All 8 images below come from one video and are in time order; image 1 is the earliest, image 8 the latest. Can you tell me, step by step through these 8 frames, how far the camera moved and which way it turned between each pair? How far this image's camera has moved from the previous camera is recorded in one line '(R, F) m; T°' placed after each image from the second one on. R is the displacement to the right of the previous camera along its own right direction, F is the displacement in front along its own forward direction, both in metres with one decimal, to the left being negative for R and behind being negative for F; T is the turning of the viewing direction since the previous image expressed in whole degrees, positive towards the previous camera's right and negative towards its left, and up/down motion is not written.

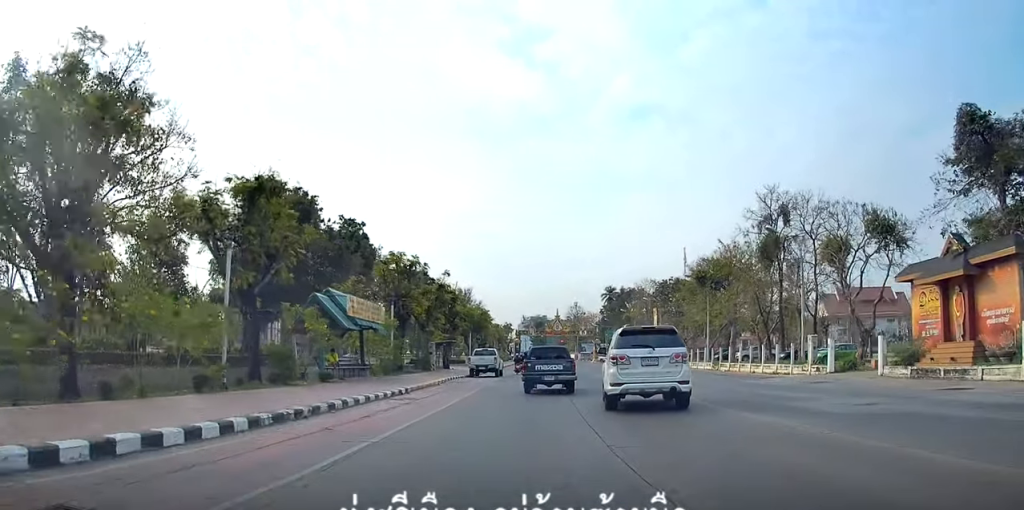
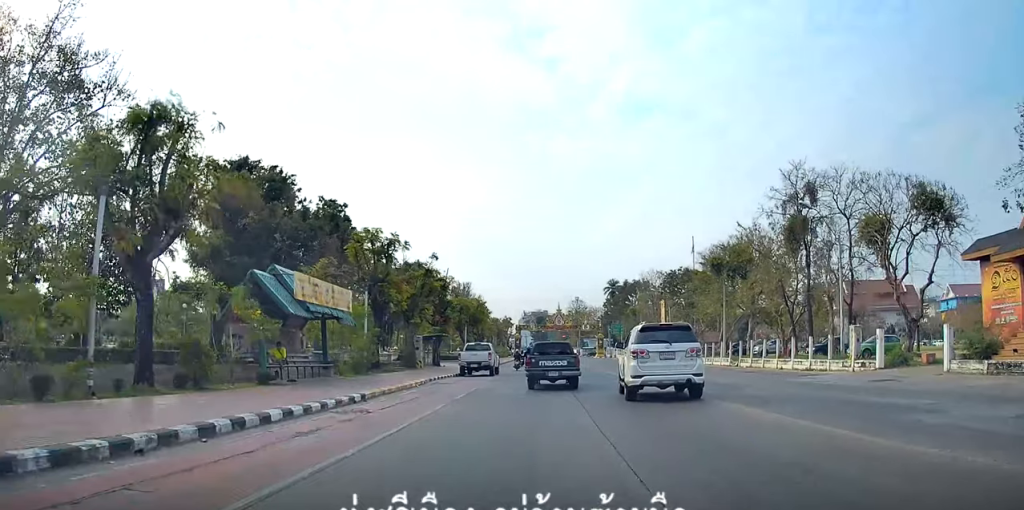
(+0.1, +4.8) m; -1°
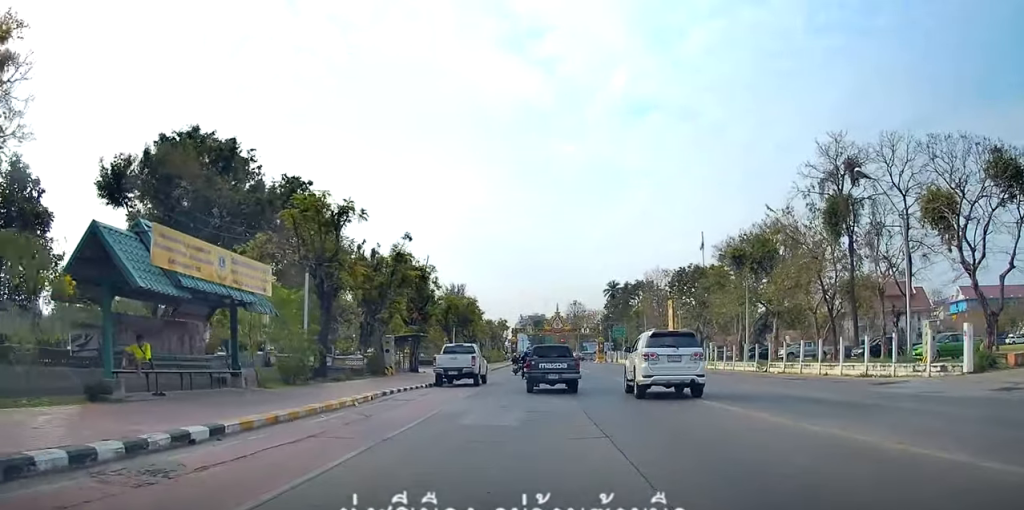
(-0.2, +6.8) m; +1°
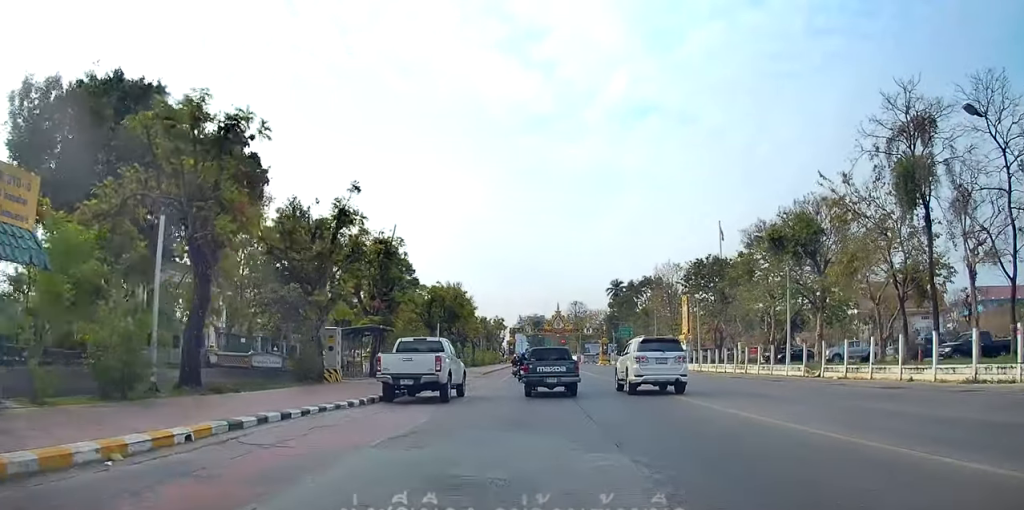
(+0.3, +8.2) m; +2°
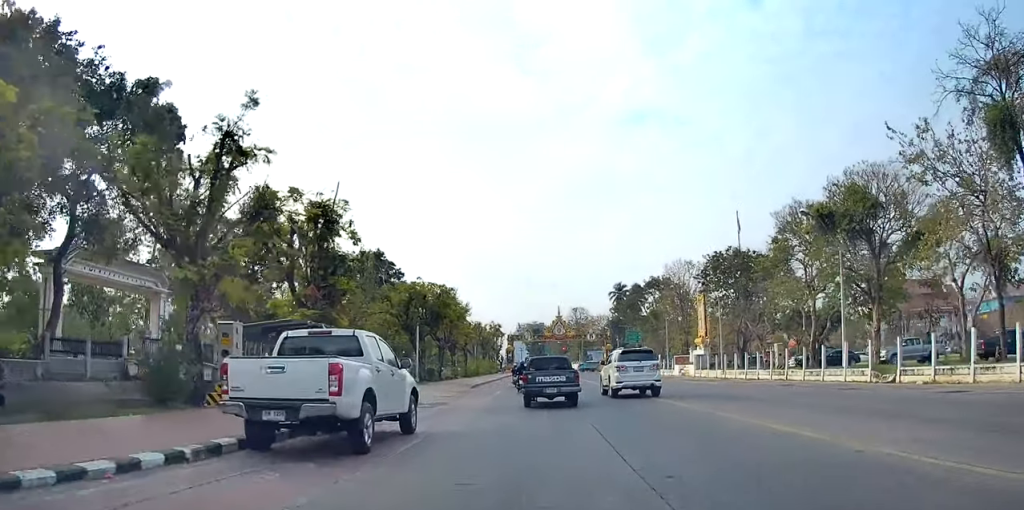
(0.0, +7.0) m; -2°
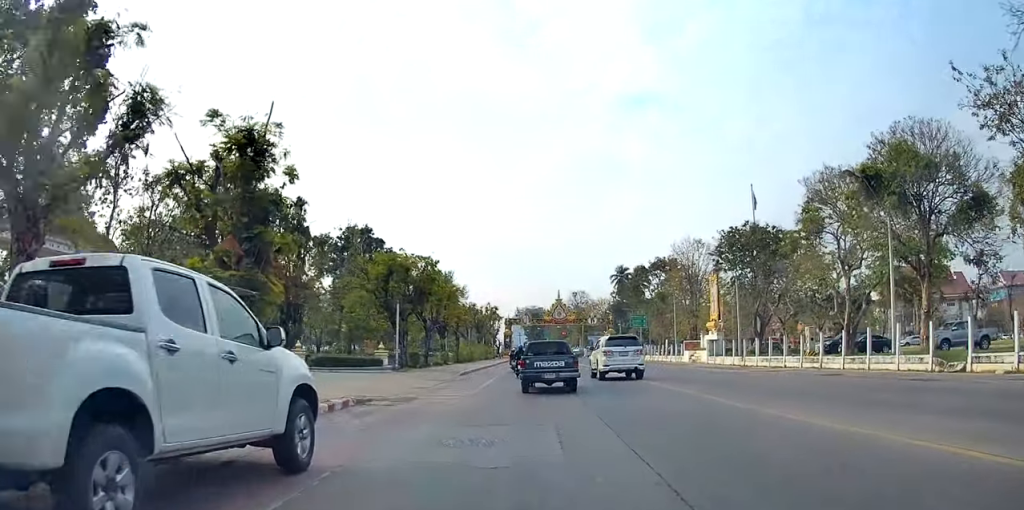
(-0.1, +5.2) m; -1°
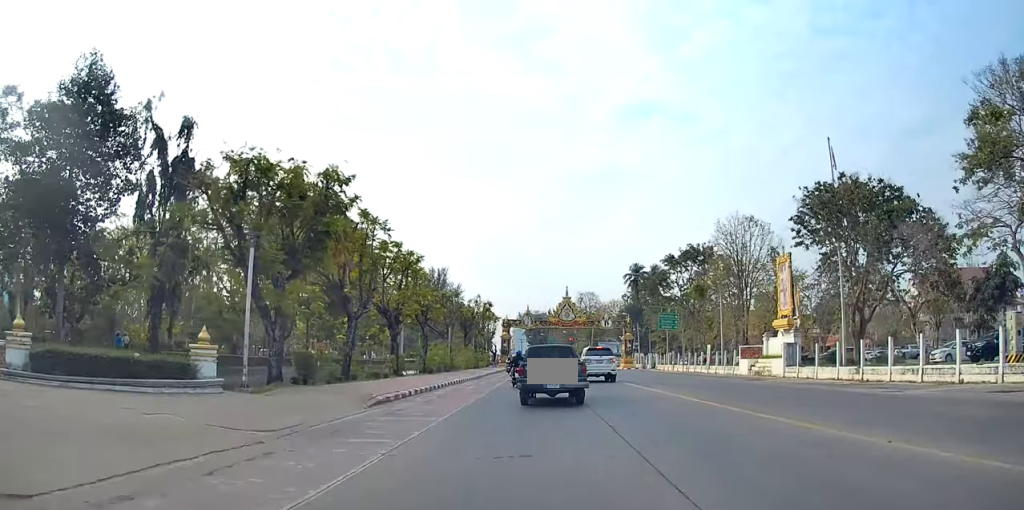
(+0.1, +20.1) m; -1°
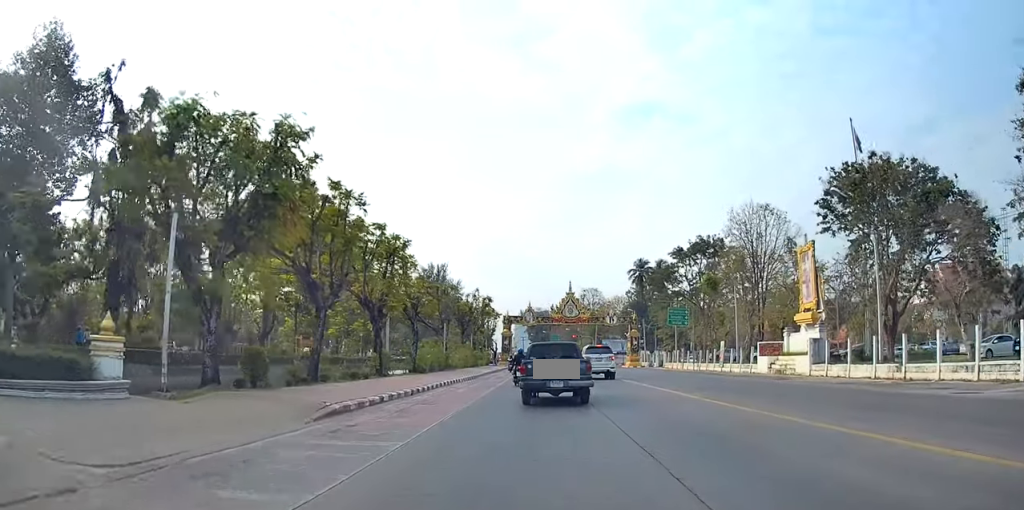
(0.0, +3.9) m; -1°
